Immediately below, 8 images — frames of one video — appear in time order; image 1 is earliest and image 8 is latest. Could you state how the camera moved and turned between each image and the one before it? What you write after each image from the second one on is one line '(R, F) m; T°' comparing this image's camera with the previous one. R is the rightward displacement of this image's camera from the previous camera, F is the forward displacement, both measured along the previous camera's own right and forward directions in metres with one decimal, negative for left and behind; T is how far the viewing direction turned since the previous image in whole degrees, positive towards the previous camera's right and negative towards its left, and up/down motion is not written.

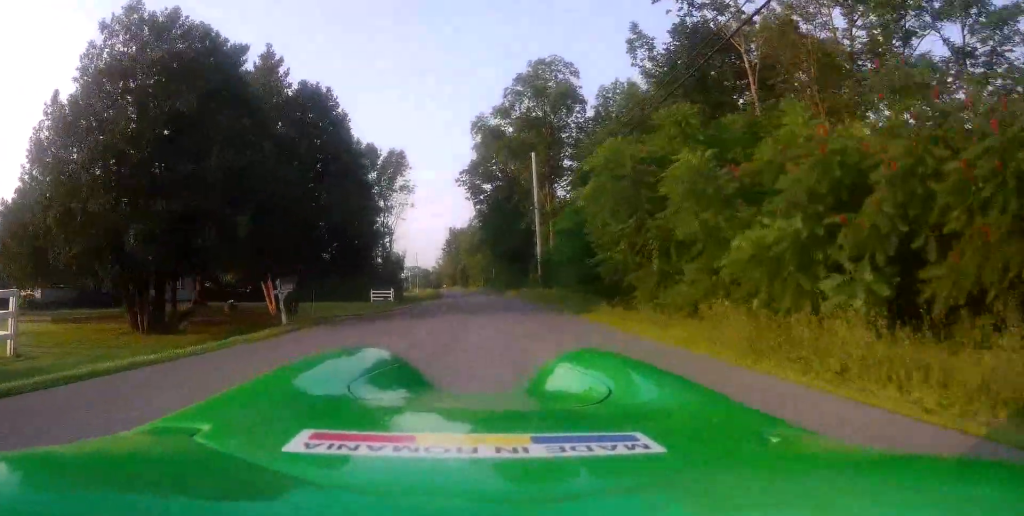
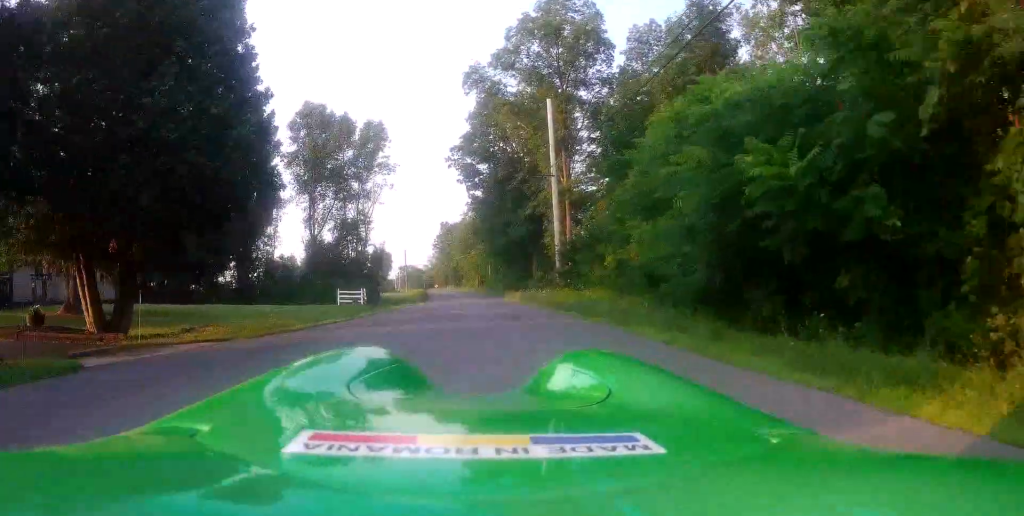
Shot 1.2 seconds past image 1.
(-0.2, +13.3) m; -1°
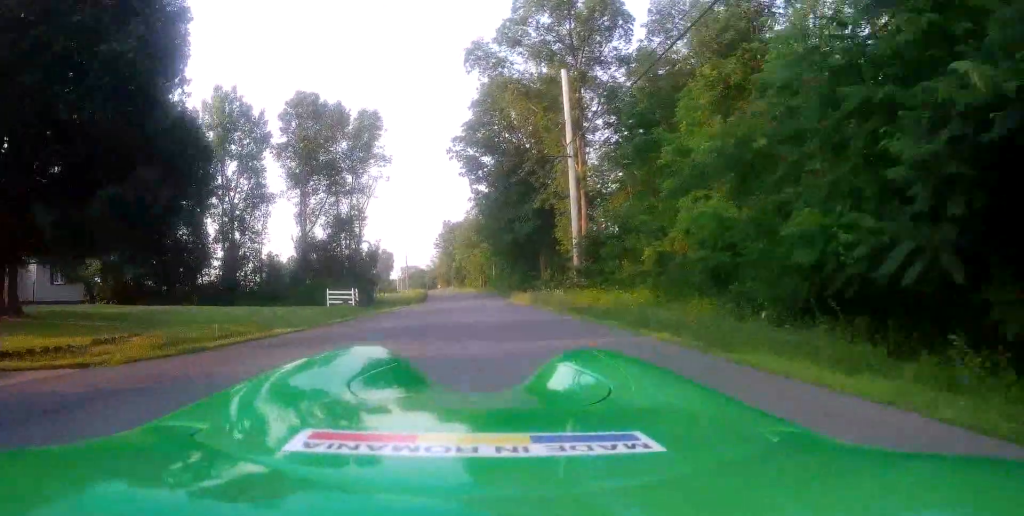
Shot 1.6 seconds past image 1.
(0.0, +4.7) m; 0°
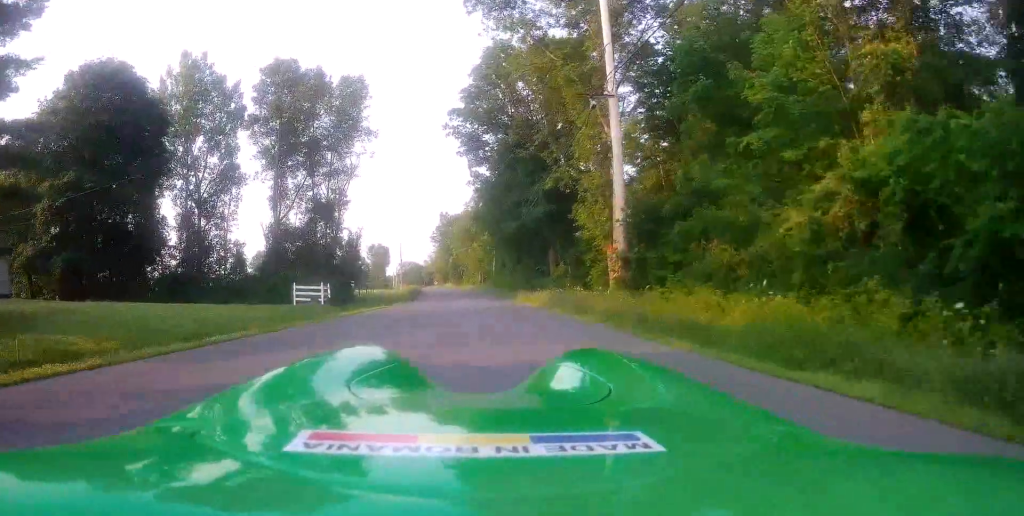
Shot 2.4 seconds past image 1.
(0.0, +9.0) m; 0°
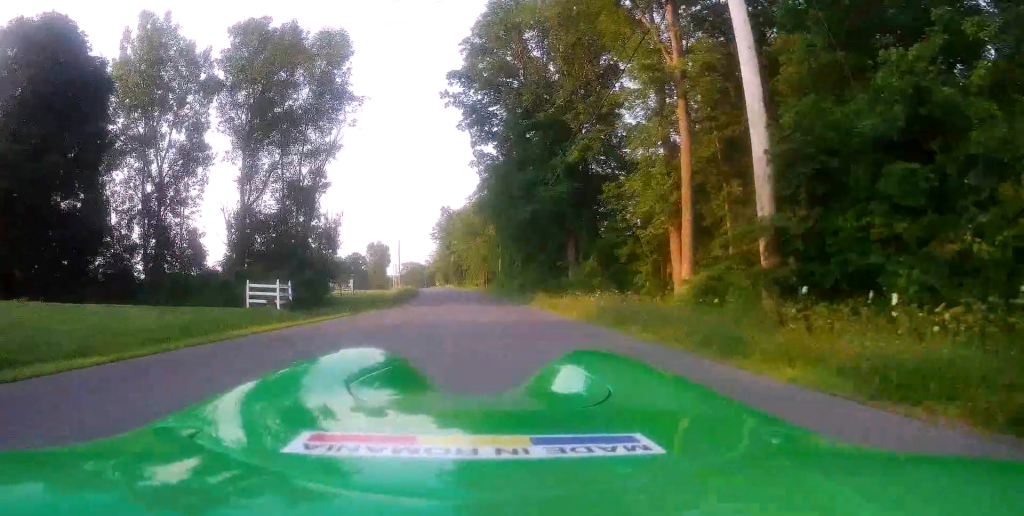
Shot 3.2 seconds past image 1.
(0.0, +9.0) m; +1°
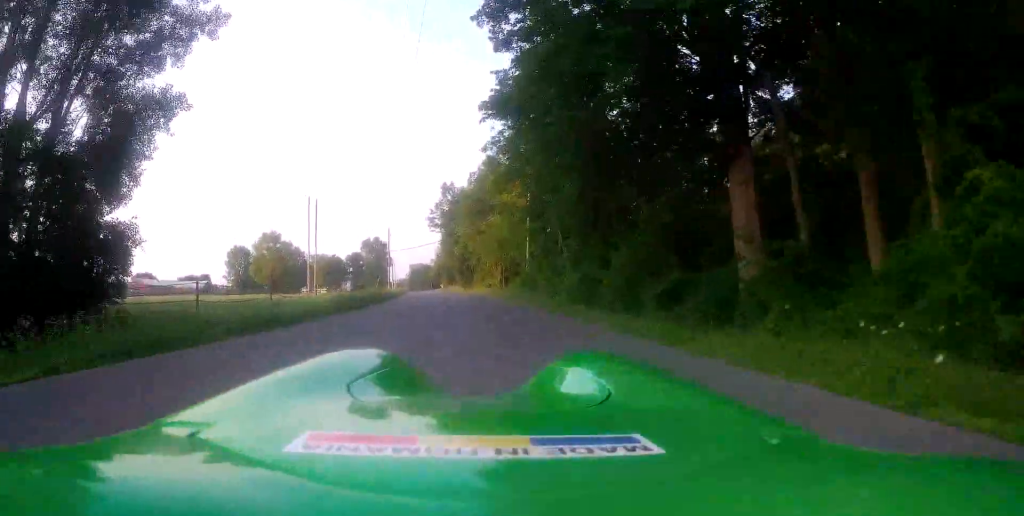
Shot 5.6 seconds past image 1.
(0.0, +28.0) m; -2°
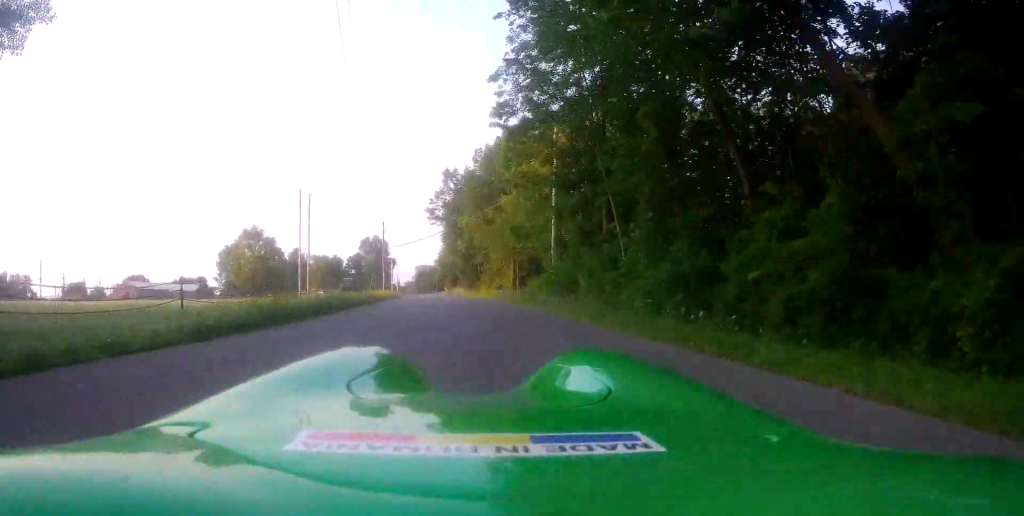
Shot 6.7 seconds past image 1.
(-0.1, +11.9) m; -2°
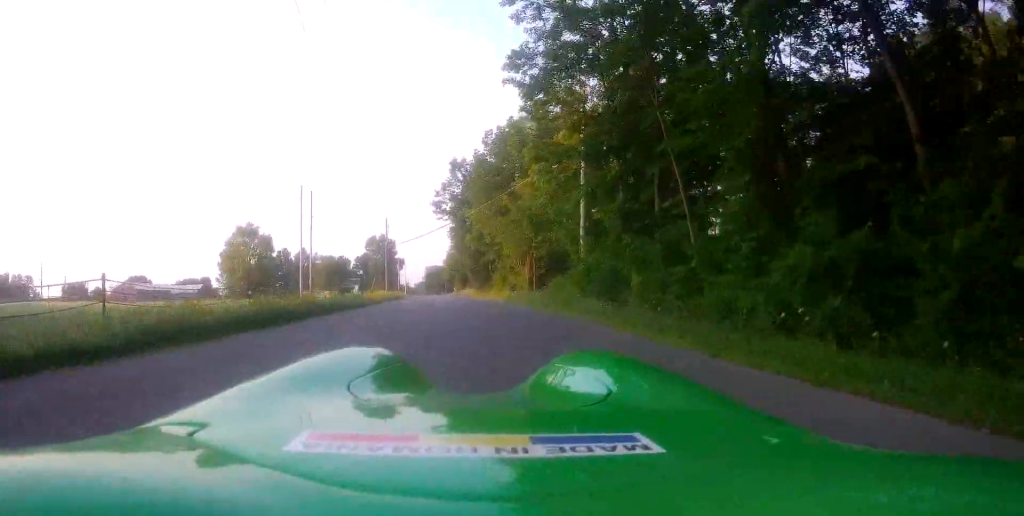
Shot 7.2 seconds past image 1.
(-0.2, +5.9) m; 0°
